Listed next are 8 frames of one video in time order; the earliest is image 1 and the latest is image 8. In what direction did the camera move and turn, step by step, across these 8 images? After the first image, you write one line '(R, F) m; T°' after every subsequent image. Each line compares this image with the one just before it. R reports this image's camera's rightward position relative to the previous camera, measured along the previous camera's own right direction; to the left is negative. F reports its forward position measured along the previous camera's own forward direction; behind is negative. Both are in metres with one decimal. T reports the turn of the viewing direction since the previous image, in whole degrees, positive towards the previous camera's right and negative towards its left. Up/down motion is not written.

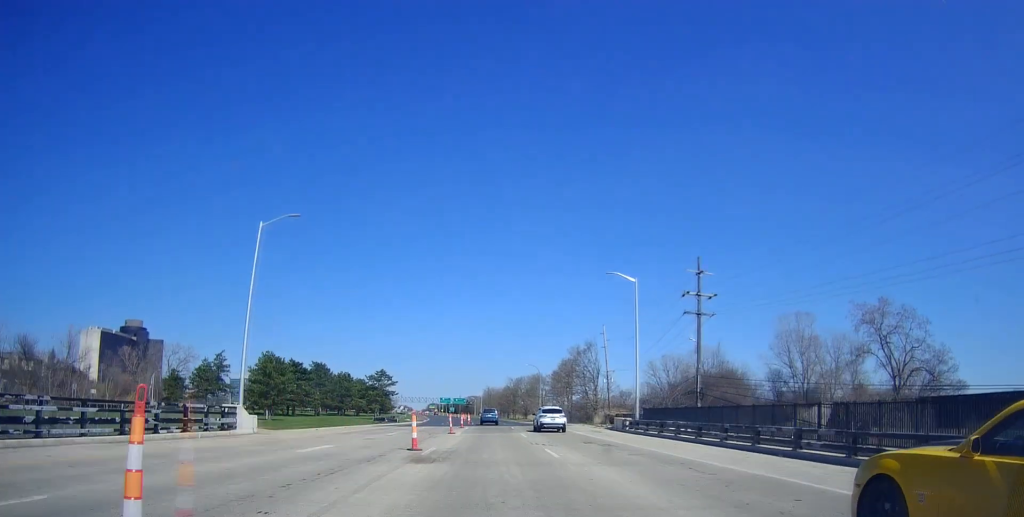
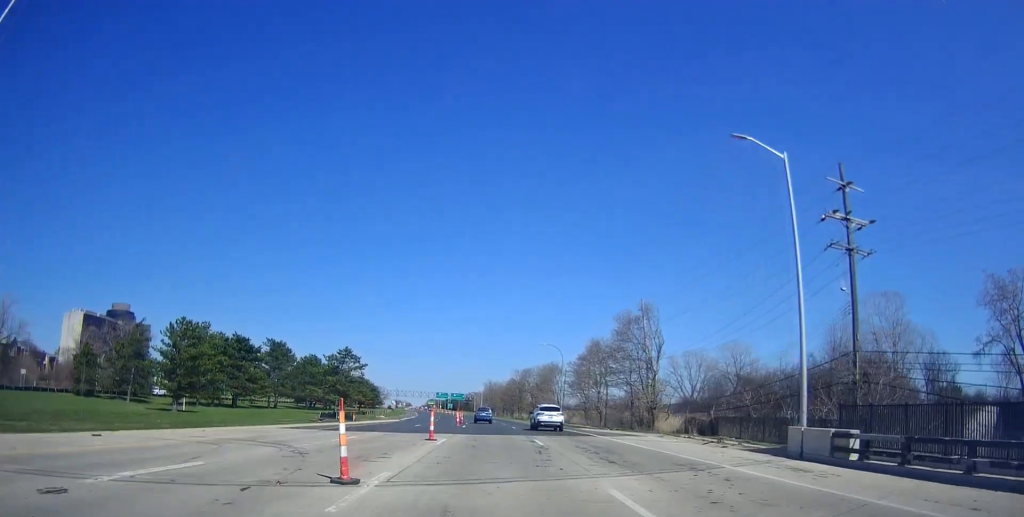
(+0.1, +25.6) m; 0°
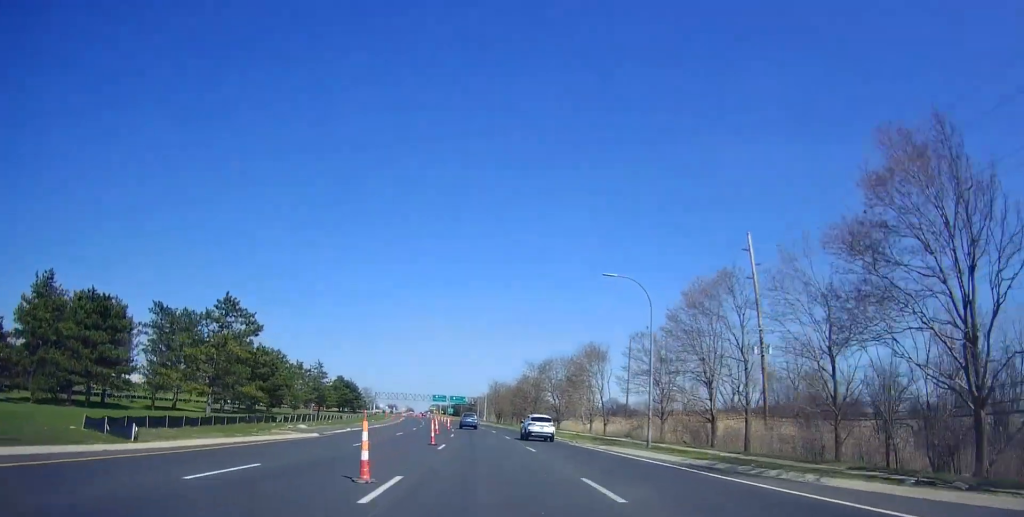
(+0.1, +34.0) m; 0°
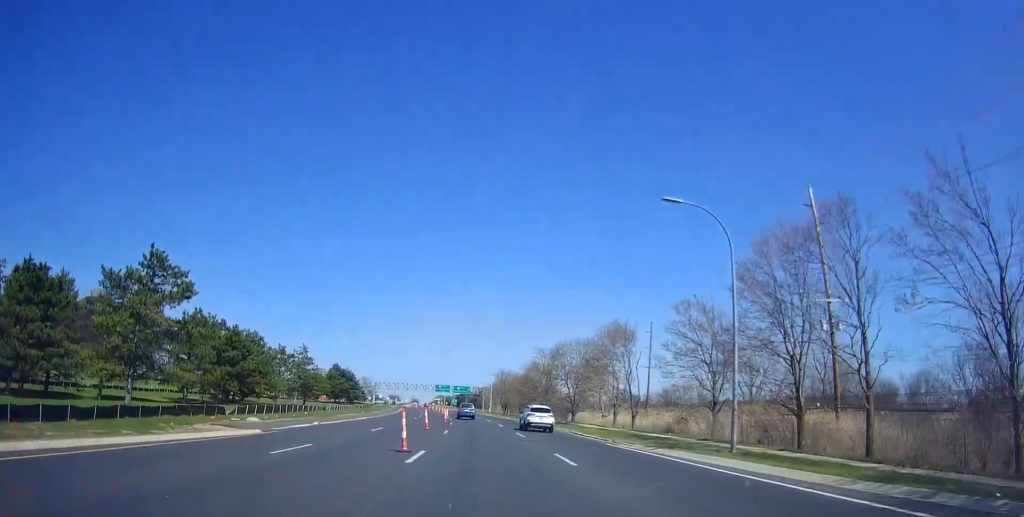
(0.0, +10.2) m; 0°
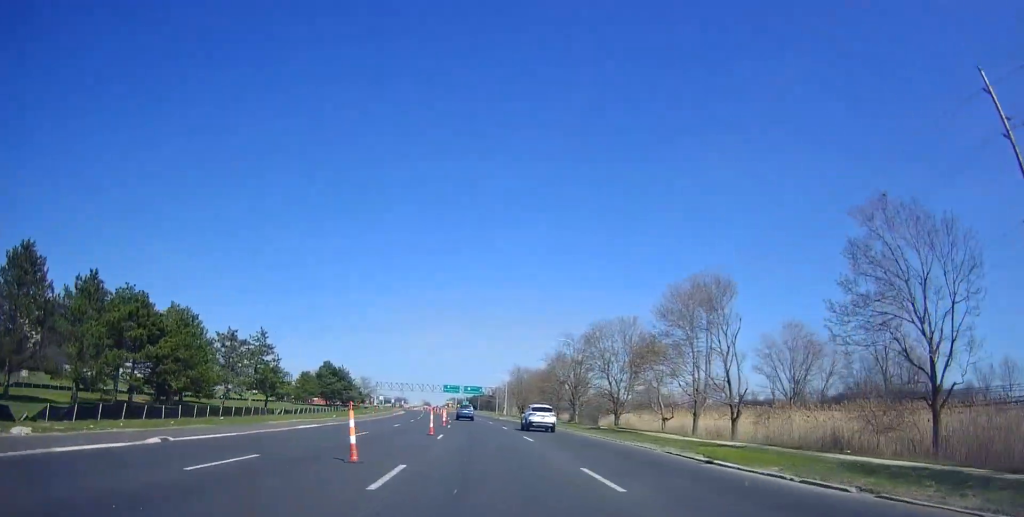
(+0.1, +19.8) m; -2°
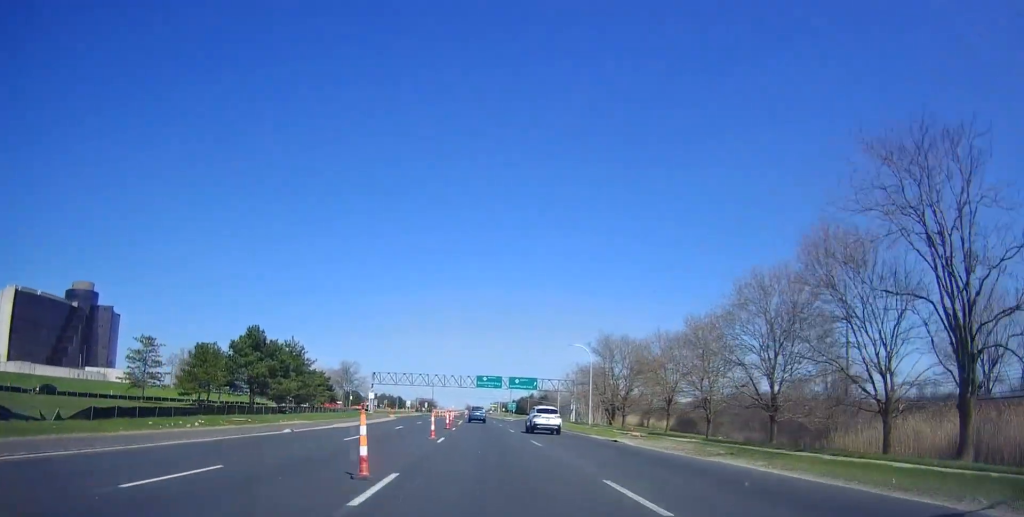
(-2.8, +62.4) m; -5°
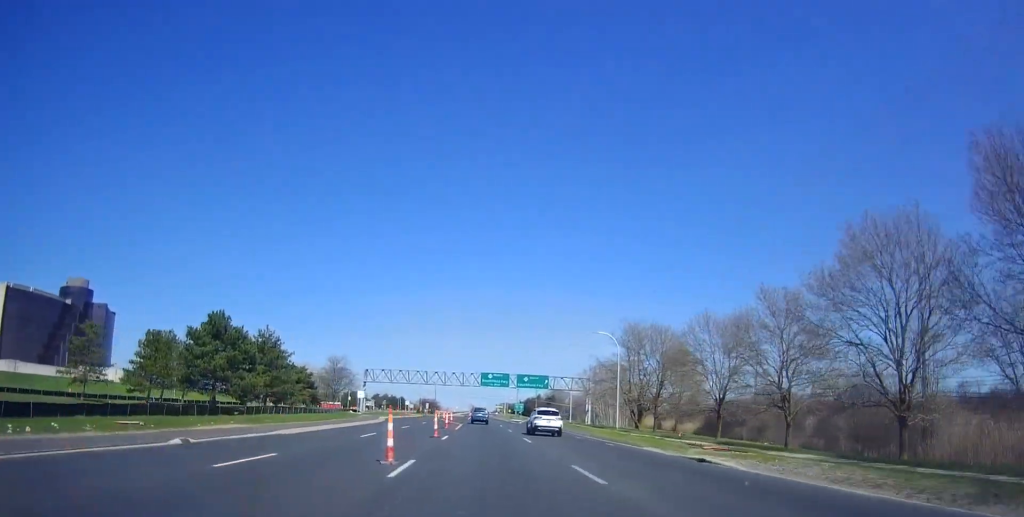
(-0.4, +11.6) m; -1°
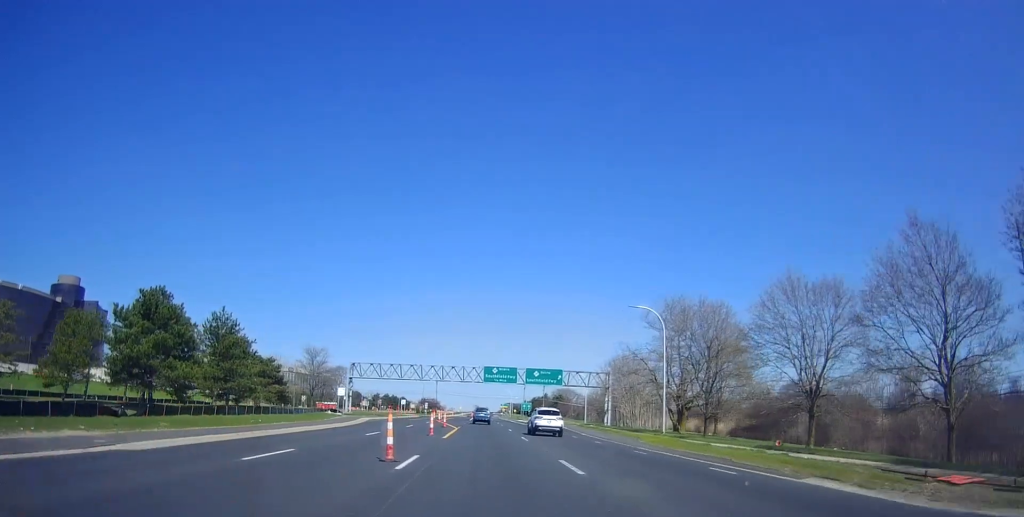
(+0.3, +13.3) m; 0°
